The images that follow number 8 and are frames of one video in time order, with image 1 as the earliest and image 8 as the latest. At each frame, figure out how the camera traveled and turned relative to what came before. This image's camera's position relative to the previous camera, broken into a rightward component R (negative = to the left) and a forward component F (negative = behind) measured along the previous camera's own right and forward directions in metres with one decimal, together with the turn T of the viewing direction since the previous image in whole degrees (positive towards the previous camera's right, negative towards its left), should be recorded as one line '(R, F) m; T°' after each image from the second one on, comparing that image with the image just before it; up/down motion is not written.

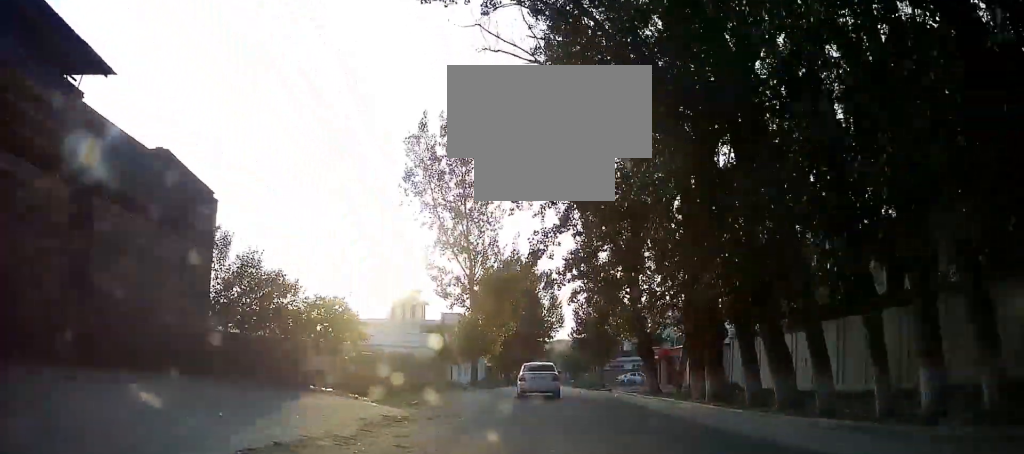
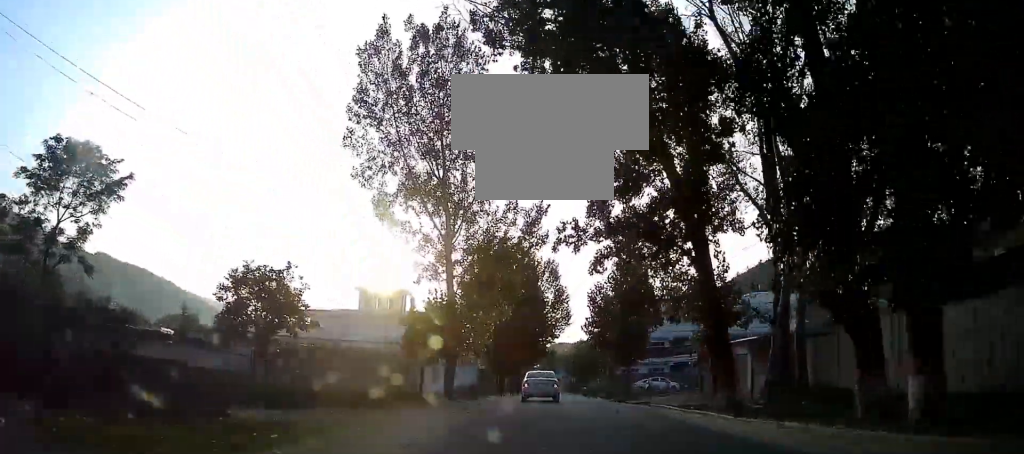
(-0.1, +13.5) m; 0°
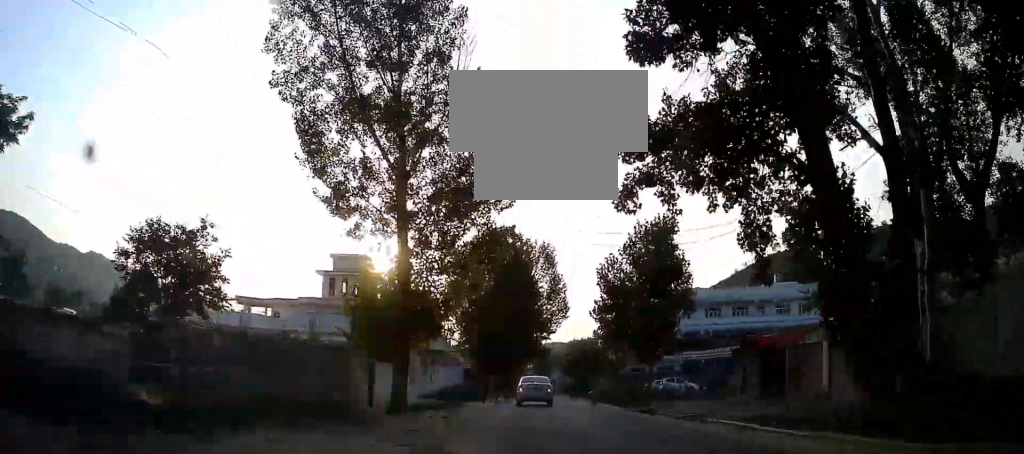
(0.0, +9.1) m; 0°
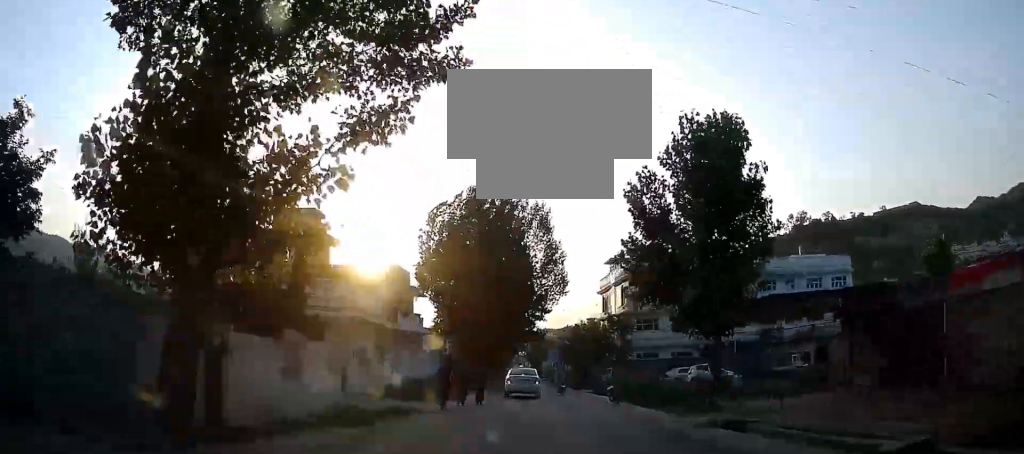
(+0.1, +11.7) m; 0°
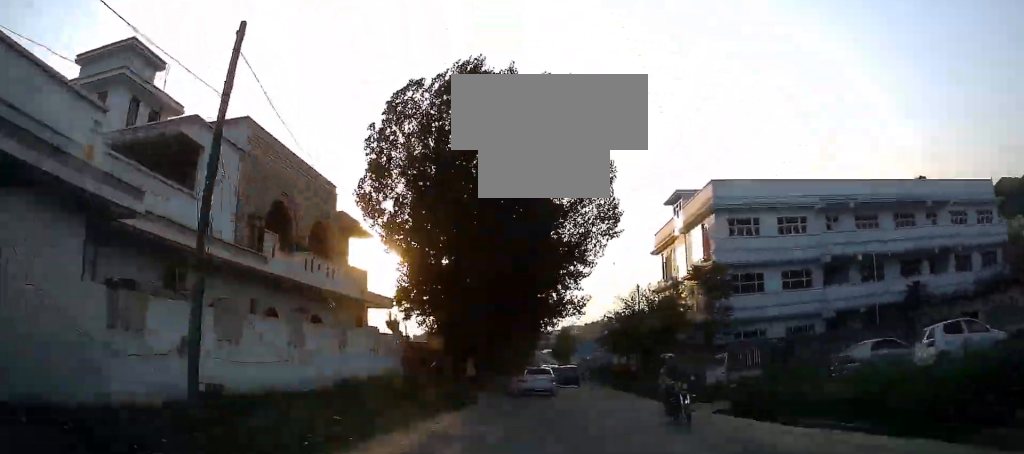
(-0.4, +24.8) m; -2°
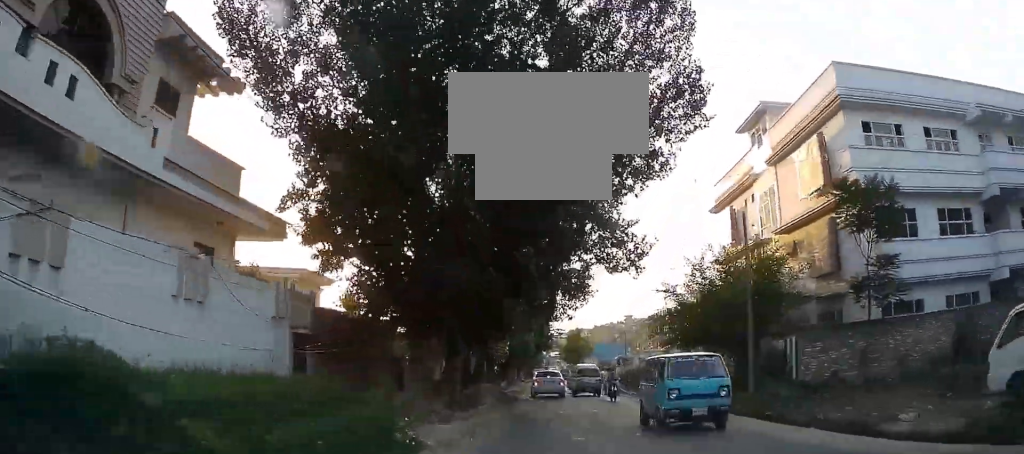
(-0.1, +16.3) m; -1°
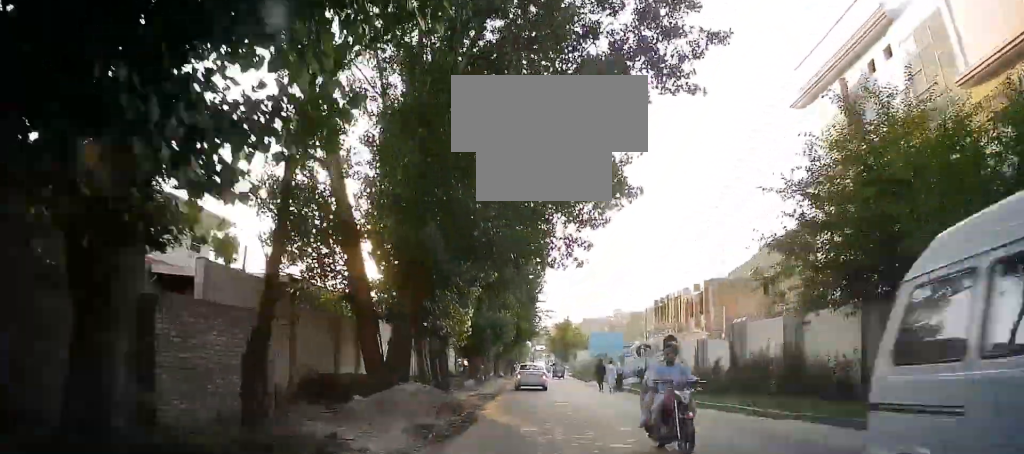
(-0.2, +16.5) m; 0°
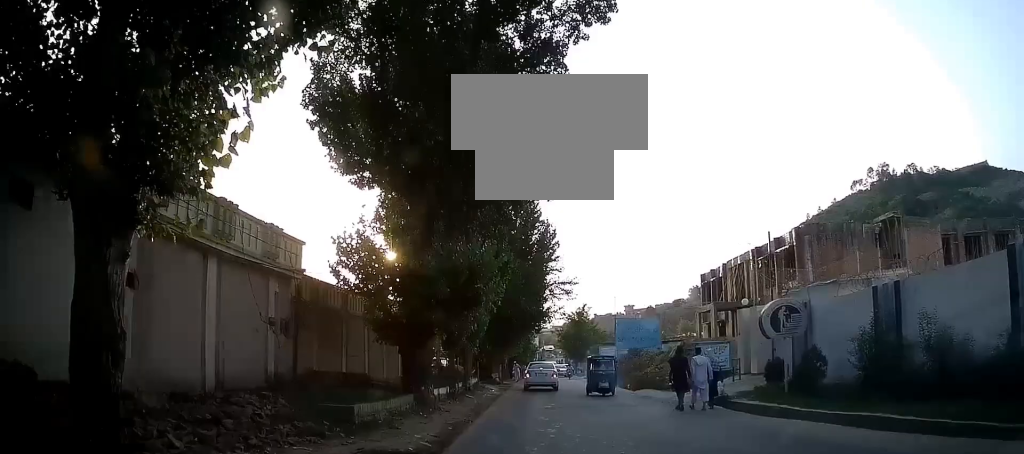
(+0.4, +19.7) m; 0°
